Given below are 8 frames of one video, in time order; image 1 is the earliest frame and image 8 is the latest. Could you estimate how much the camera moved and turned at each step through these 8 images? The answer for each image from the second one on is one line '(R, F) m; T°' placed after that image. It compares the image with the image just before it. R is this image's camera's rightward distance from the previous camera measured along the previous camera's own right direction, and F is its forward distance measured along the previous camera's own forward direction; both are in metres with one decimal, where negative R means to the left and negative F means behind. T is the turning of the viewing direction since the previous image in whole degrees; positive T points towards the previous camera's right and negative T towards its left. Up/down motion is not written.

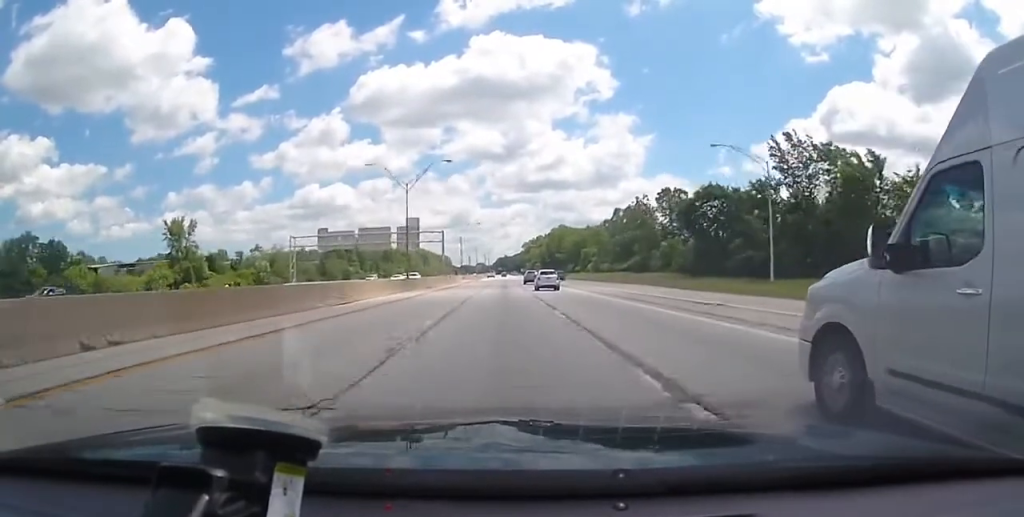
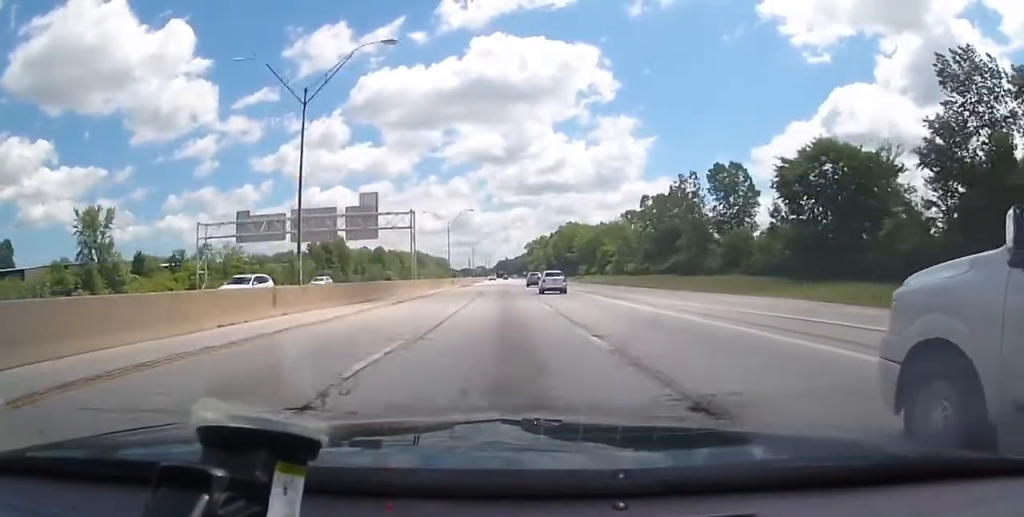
(+0.2, +30.4) m; 0°
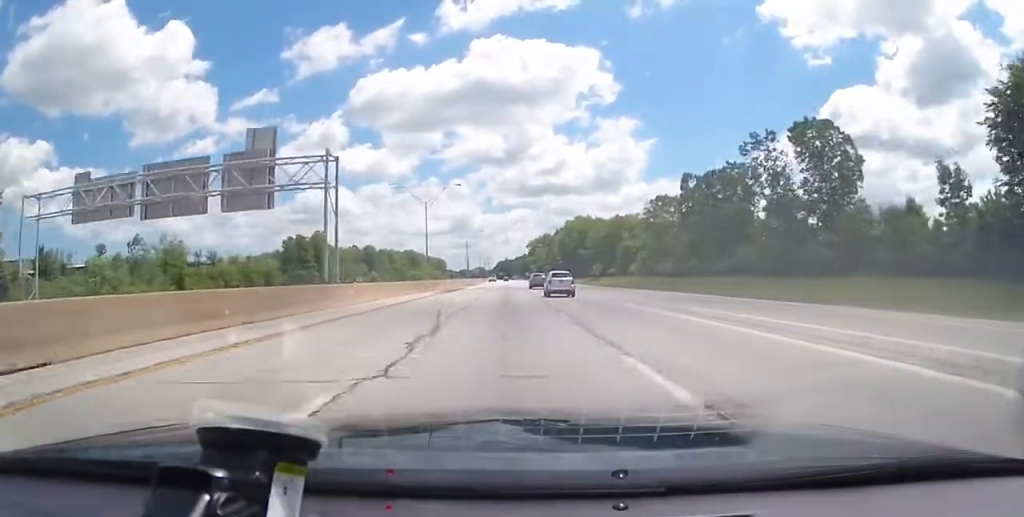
(-0.2, +28.4) m; 0°
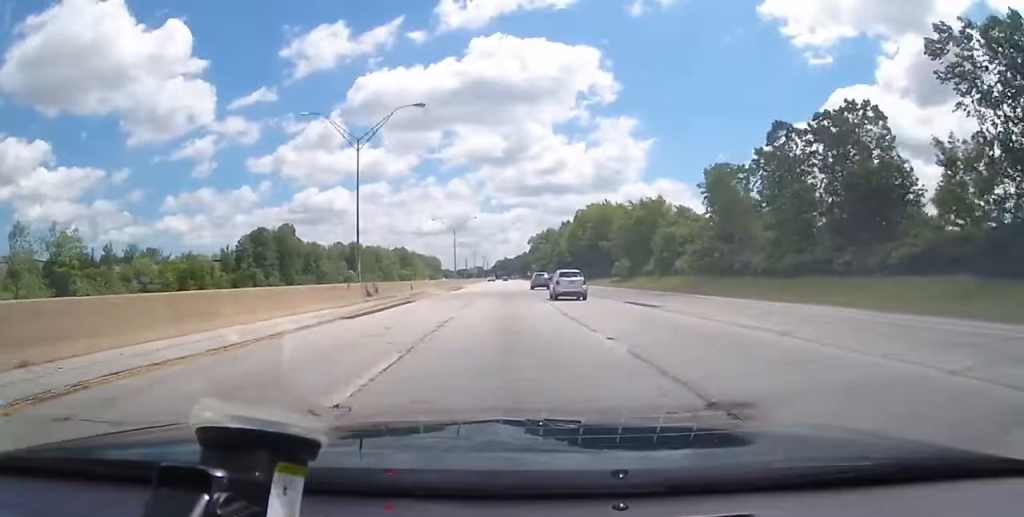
(+0.2, +32.6) m; 0°
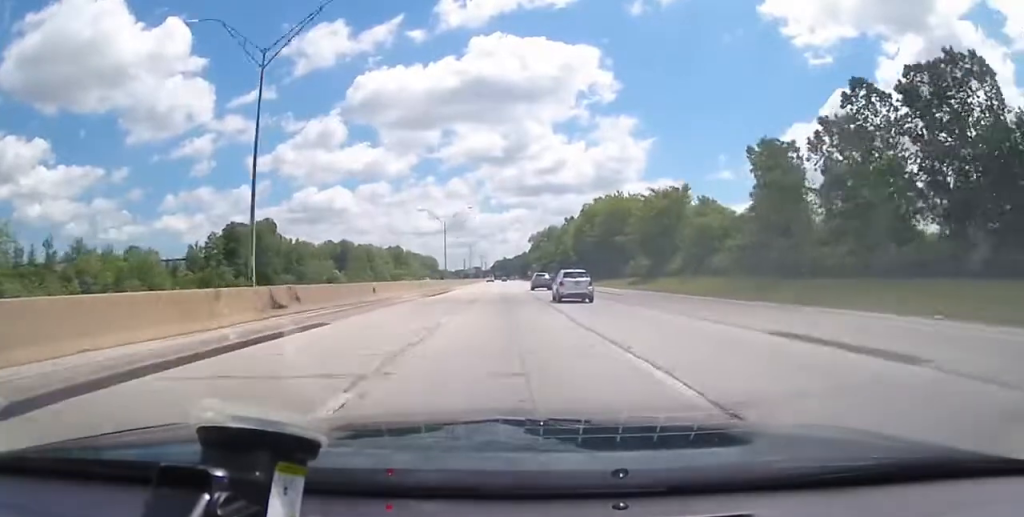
(-0.3, +15.9) m; 0°
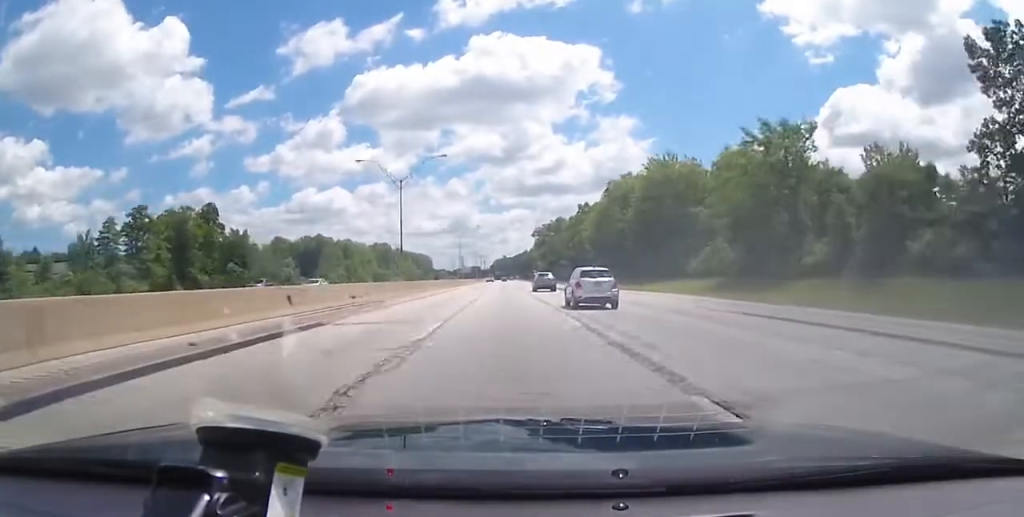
(+0.6, +39.7) m; +1°
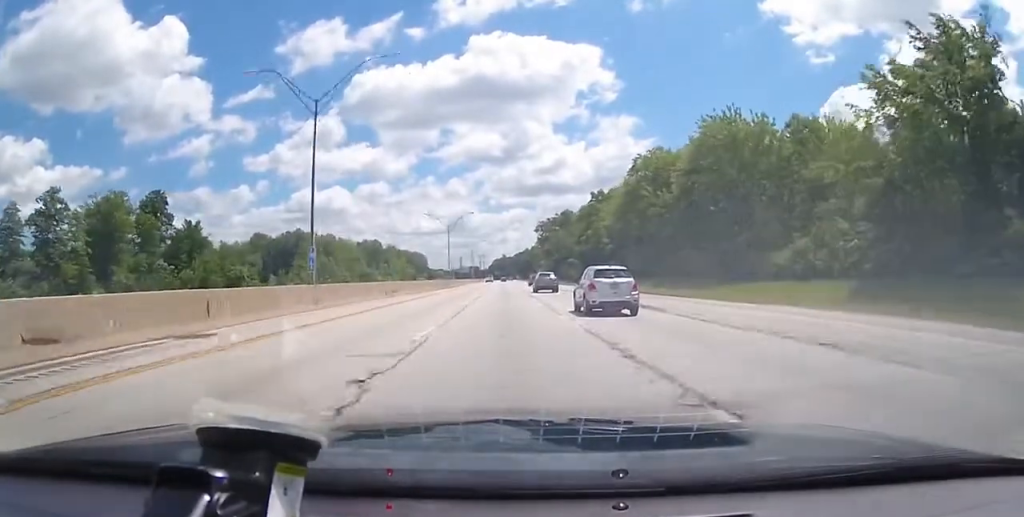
(0.0, +24.8) m; -1°
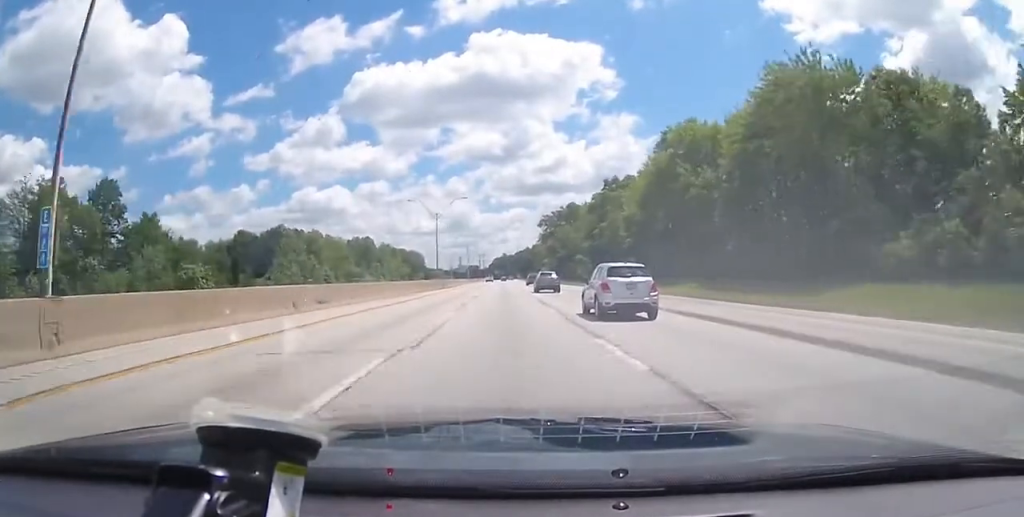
(-0.3, +17.9) m; 0°
